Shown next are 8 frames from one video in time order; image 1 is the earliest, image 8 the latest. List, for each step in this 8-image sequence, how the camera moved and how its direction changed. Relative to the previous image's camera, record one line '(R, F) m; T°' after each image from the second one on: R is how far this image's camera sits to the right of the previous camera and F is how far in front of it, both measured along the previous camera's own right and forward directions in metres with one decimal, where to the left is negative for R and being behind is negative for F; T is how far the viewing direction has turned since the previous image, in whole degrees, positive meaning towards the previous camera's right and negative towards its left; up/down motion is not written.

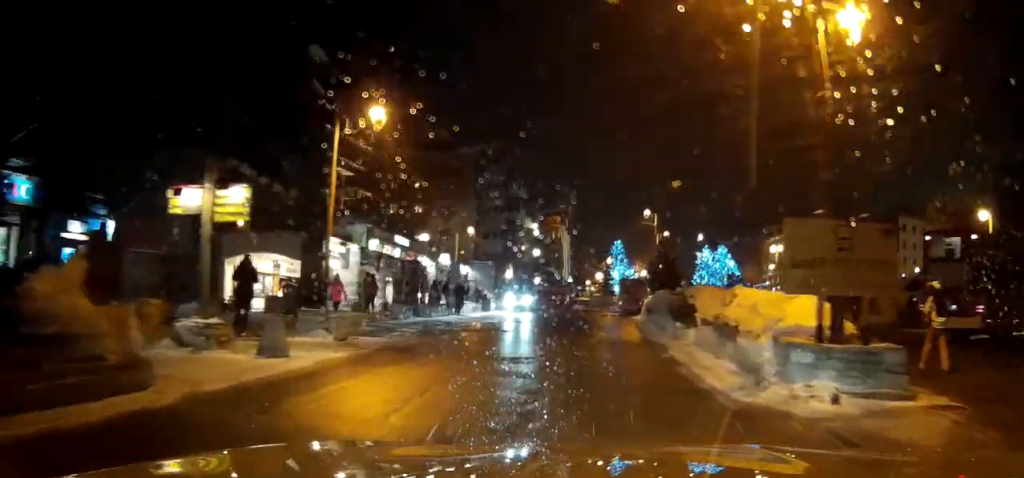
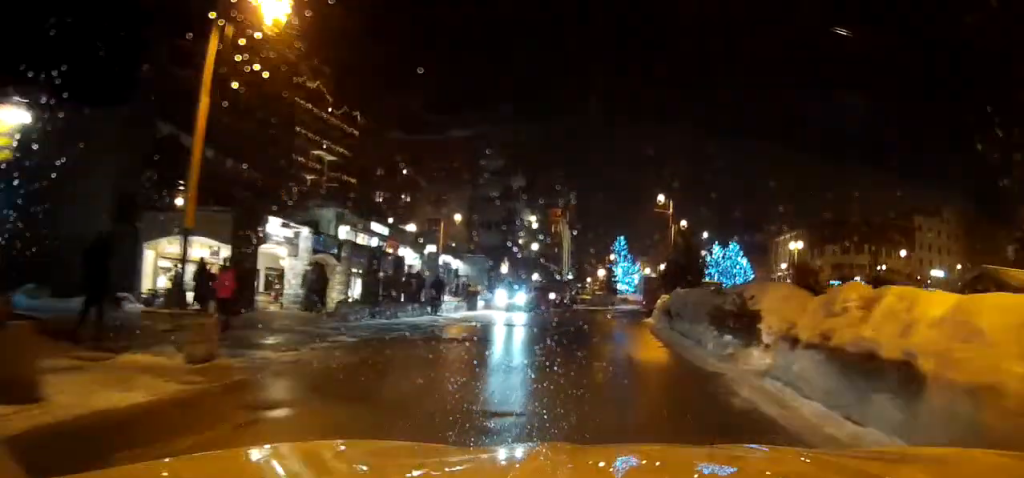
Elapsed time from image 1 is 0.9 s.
(0.0, +5.4) m; 0°
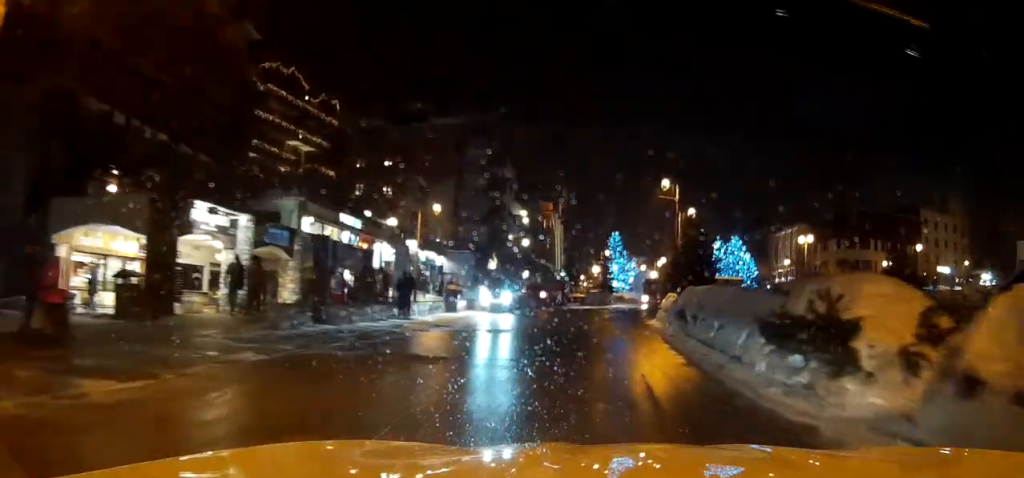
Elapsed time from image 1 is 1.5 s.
(0.0, +3.7) m; 0°
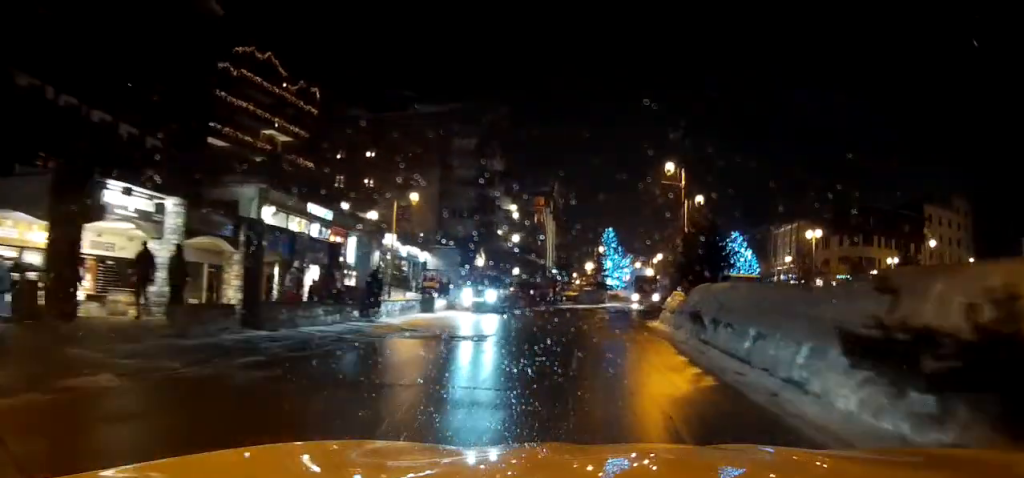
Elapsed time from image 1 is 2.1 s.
(0.0, +3.1) m; 0°
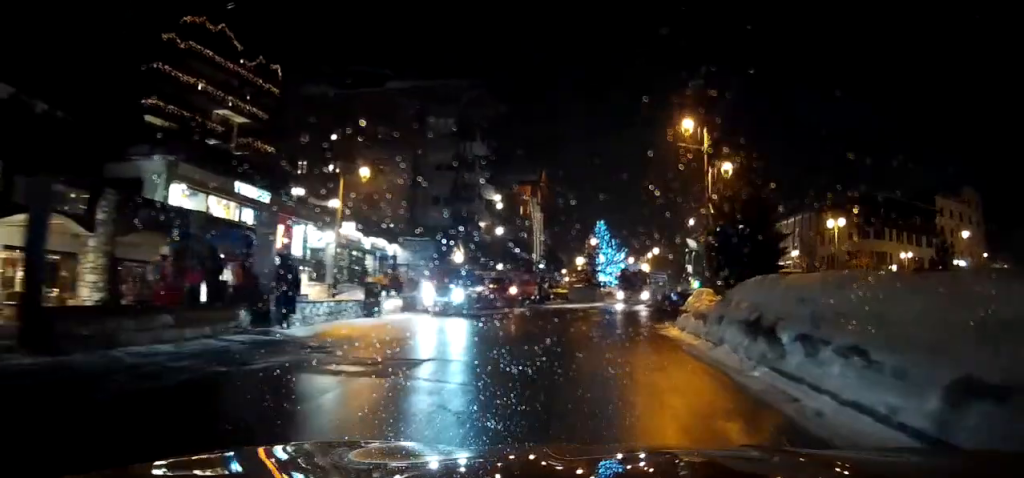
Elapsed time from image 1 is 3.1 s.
(0.0, +5.7) m; 0°
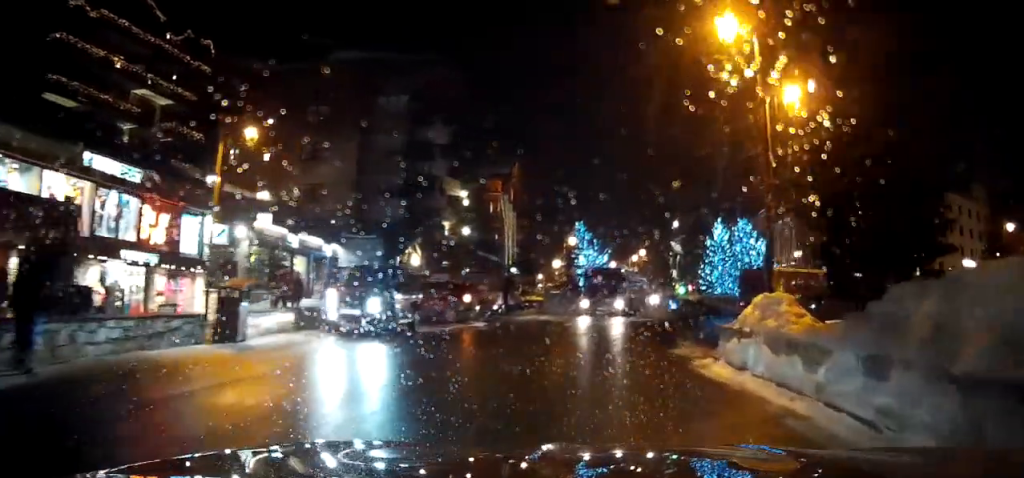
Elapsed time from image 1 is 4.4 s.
(0.0, +7.4) m; 0°
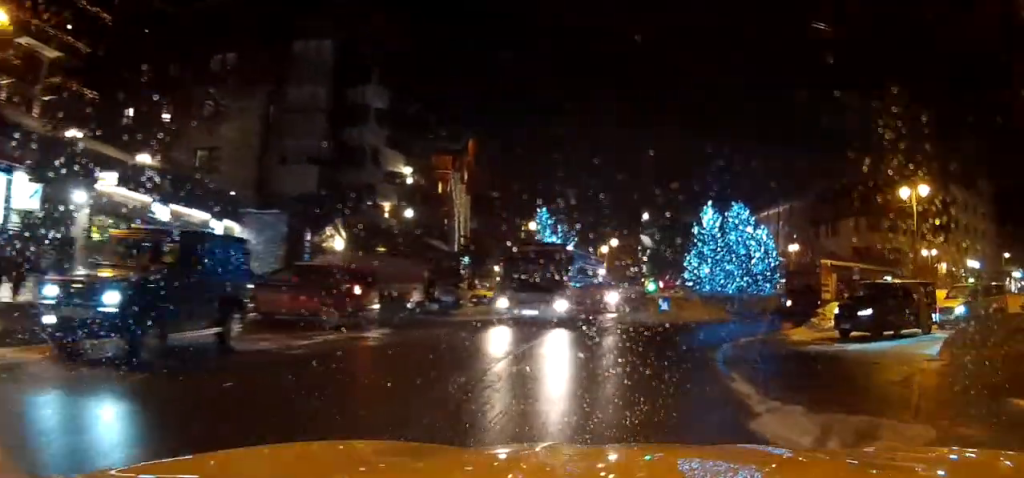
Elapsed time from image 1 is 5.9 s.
(0.0, +8.3) m; 0°
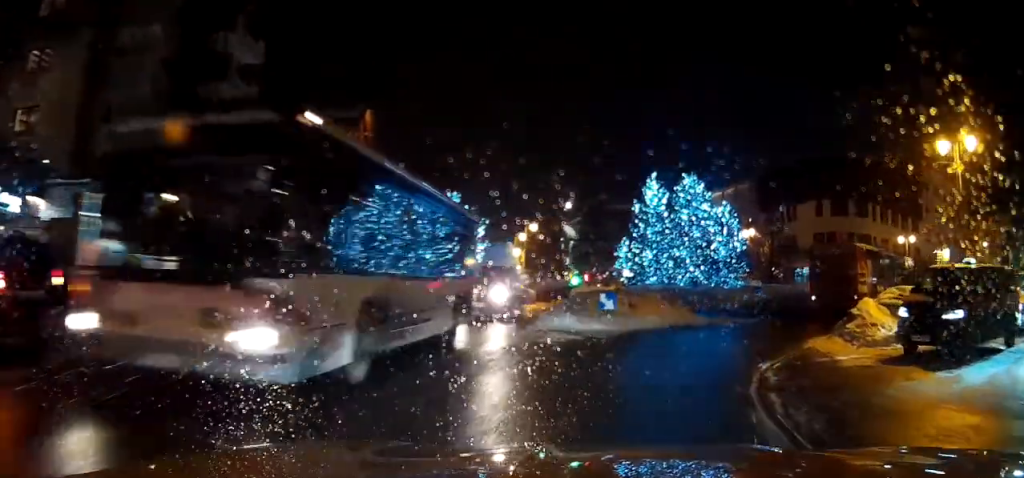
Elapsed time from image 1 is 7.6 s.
(0.0, +8.6) m; 0°
